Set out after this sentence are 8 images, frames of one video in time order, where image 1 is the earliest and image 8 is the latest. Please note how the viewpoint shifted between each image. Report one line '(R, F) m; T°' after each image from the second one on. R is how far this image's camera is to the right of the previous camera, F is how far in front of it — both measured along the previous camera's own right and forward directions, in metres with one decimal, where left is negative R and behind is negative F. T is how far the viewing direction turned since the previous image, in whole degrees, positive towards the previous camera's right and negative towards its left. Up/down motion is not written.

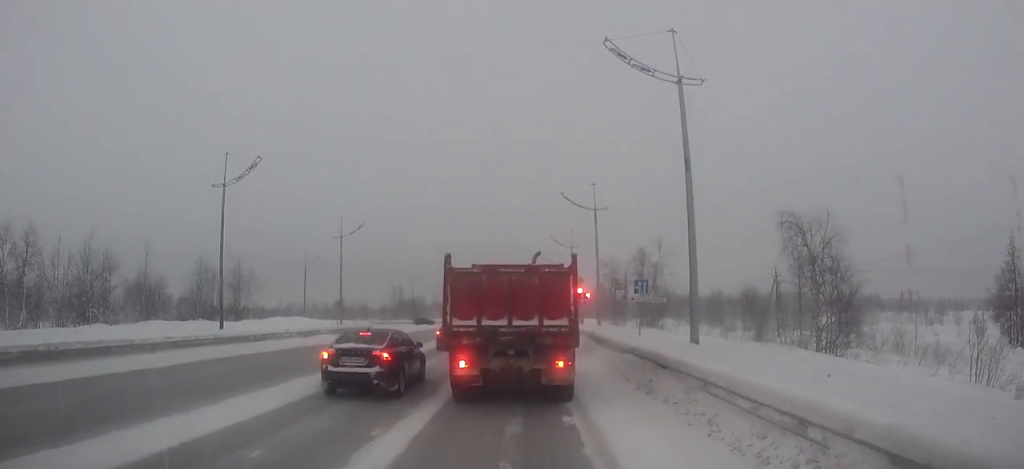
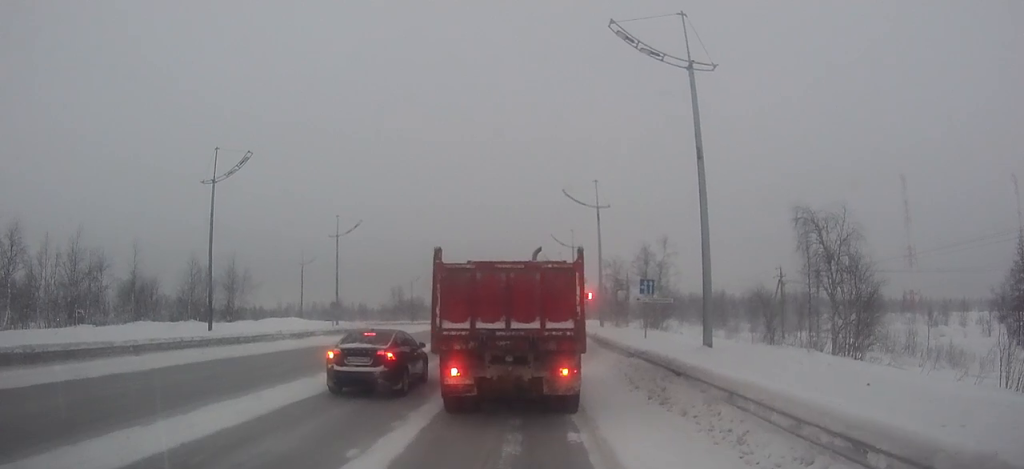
(0.0, +1.1) m; 0°
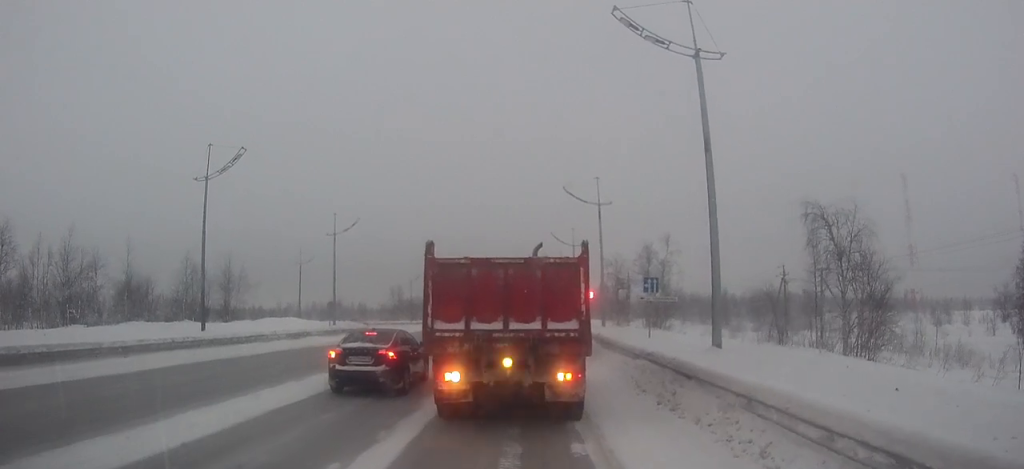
(0.0, +0.6) m; 0°
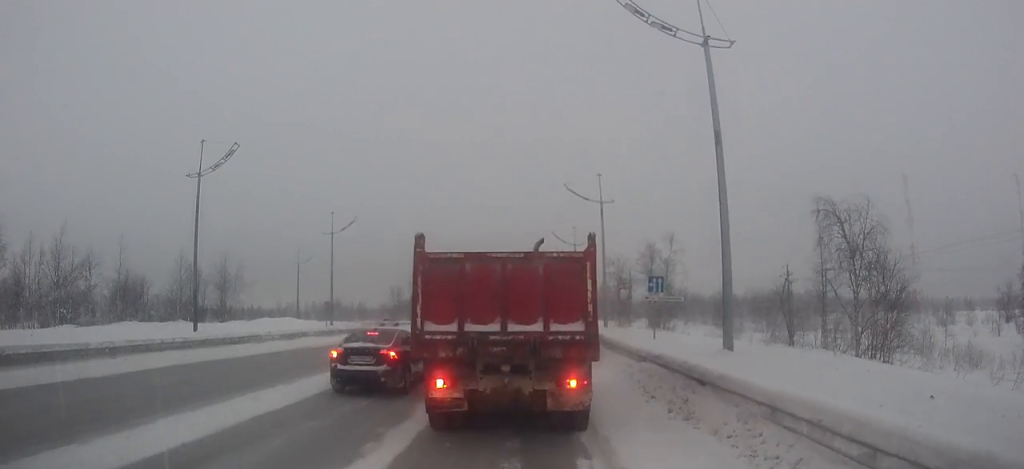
(0.0, +0.7) m; 0°
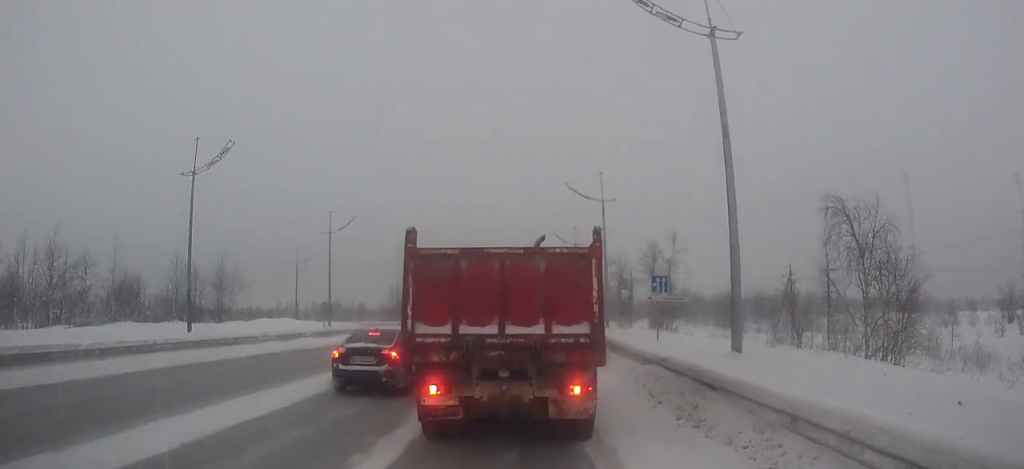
(0.0, +0.5) m; 0°
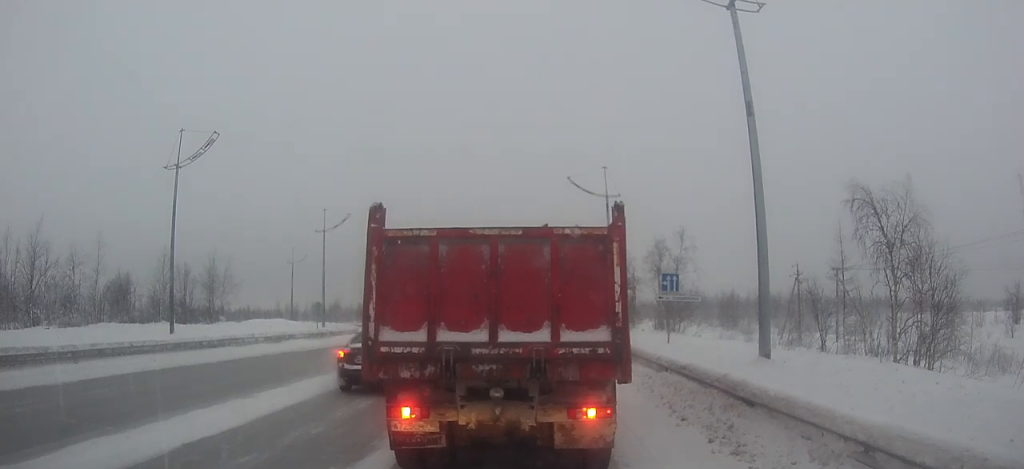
(+0.1, +1.2) m; 0°
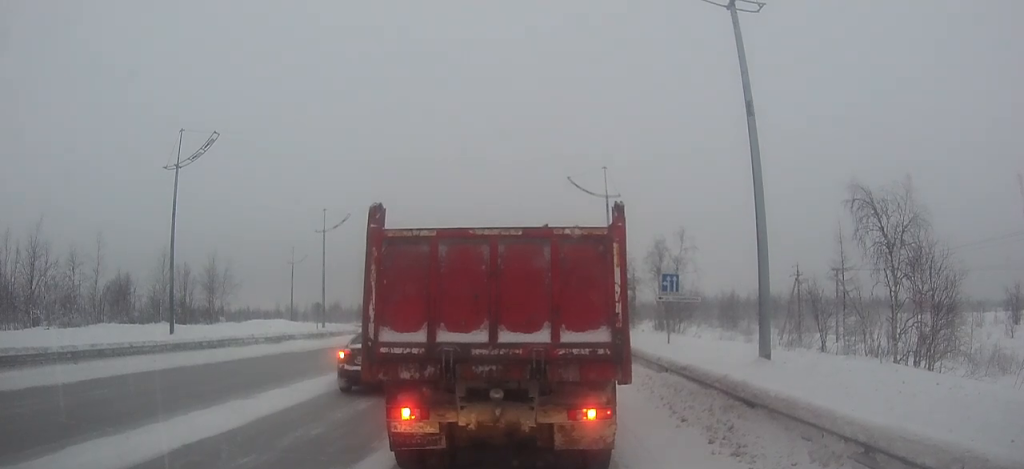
(0.0, 0.0) m; 0°
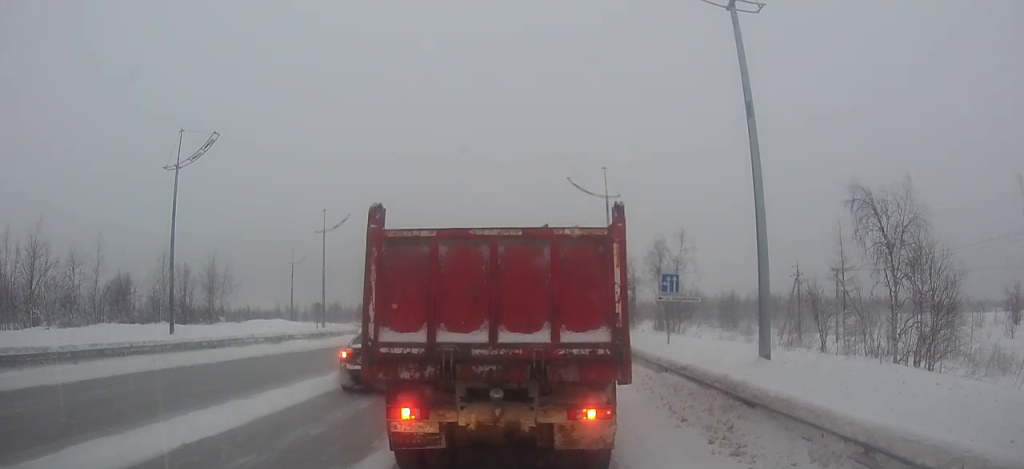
(0.0, 0.0) m; 0°
